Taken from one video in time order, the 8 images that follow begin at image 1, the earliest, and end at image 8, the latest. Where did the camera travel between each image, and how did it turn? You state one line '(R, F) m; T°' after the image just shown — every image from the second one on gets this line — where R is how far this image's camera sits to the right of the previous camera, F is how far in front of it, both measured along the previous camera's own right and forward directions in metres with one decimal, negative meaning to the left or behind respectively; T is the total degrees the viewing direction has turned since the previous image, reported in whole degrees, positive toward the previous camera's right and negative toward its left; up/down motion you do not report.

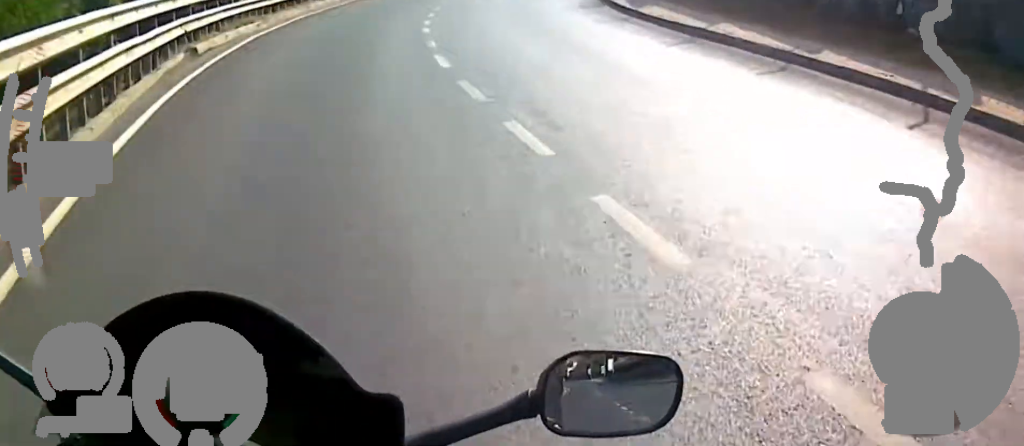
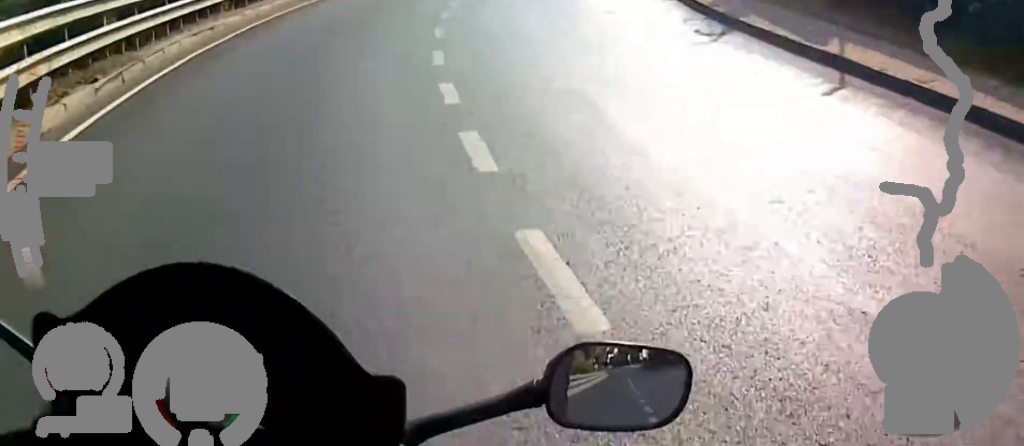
(+0.1, +11.9) m; +2°
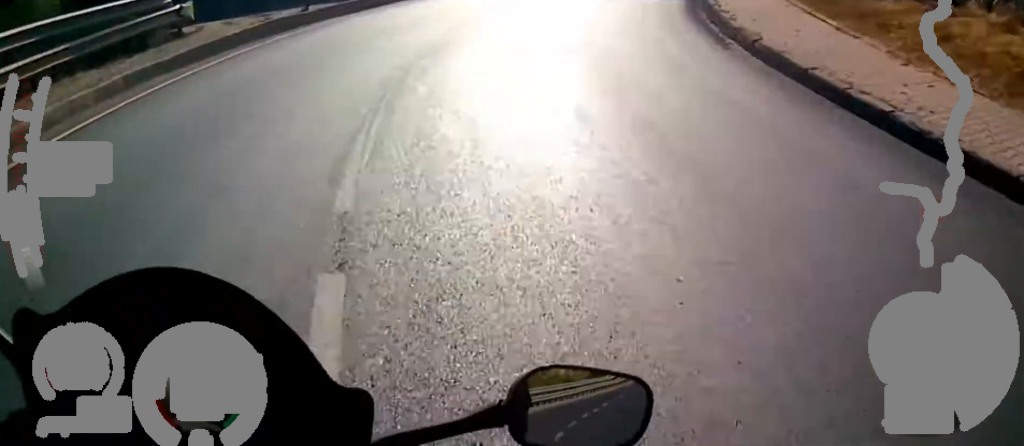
(+8.4, +15.9) m; +78°
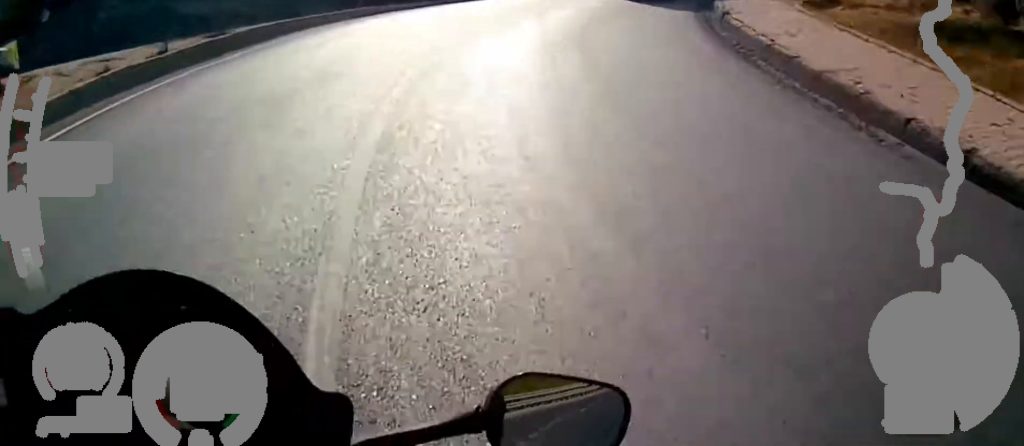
(+2.5, +5.9) m; +24°
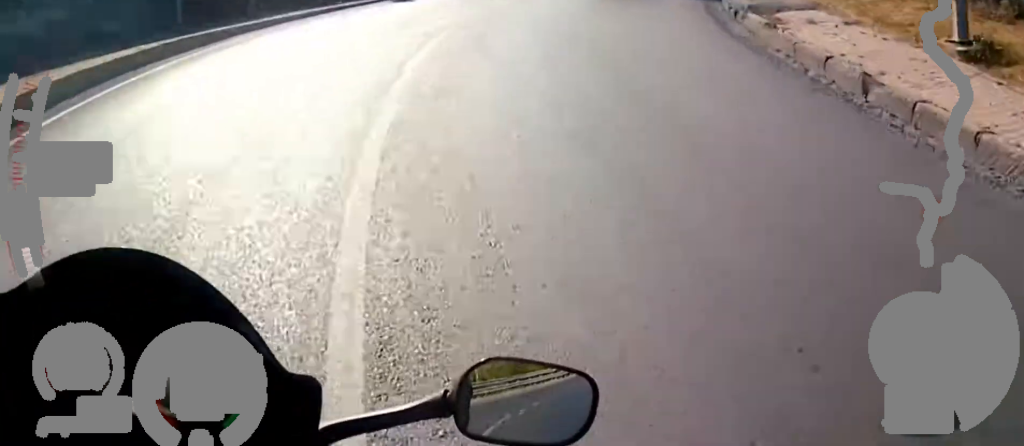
(+0.2, +8.4) m; +1°
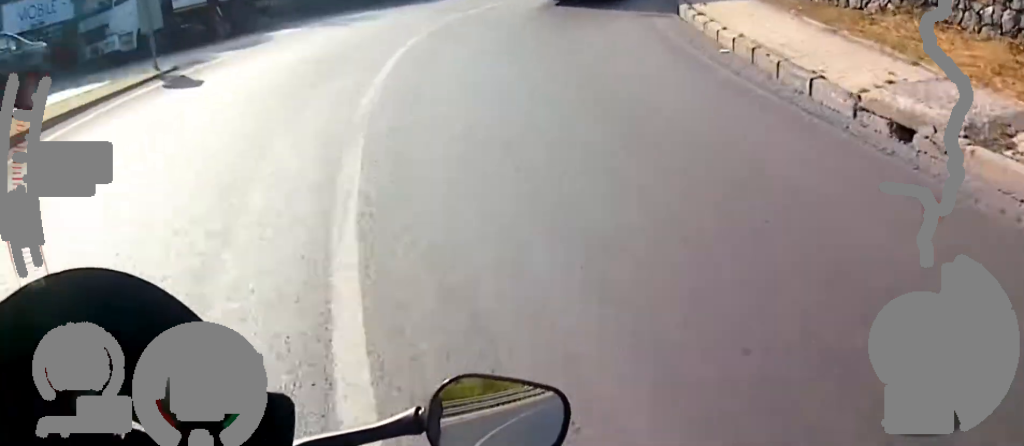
(+0.1, +9.3) m; 0°
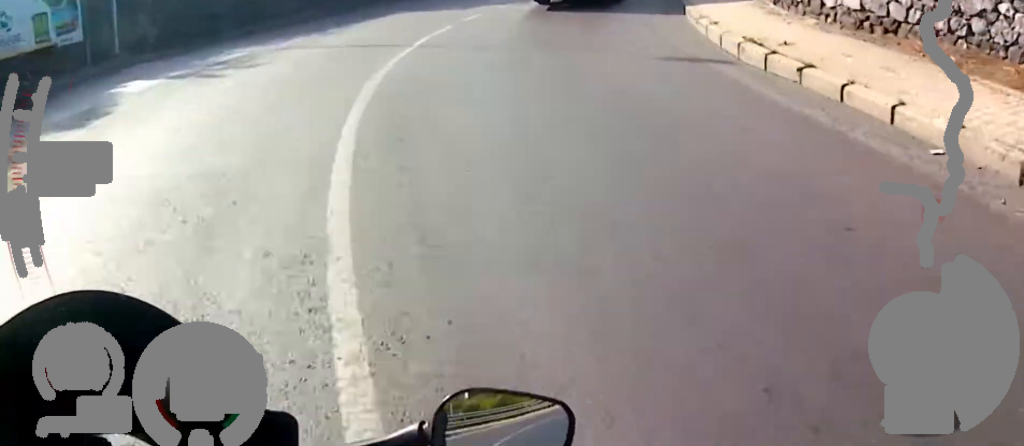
(0.0, +5.9) m; 0°
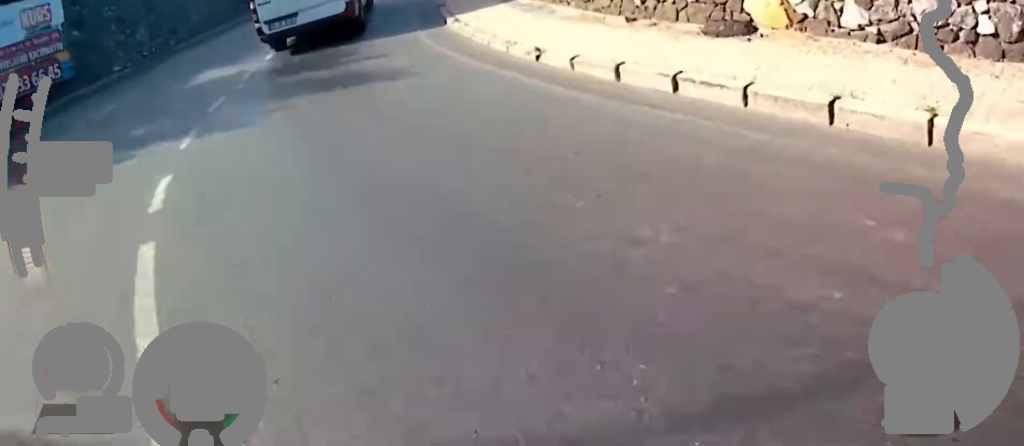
(0.0, +10.4) m; -1°
